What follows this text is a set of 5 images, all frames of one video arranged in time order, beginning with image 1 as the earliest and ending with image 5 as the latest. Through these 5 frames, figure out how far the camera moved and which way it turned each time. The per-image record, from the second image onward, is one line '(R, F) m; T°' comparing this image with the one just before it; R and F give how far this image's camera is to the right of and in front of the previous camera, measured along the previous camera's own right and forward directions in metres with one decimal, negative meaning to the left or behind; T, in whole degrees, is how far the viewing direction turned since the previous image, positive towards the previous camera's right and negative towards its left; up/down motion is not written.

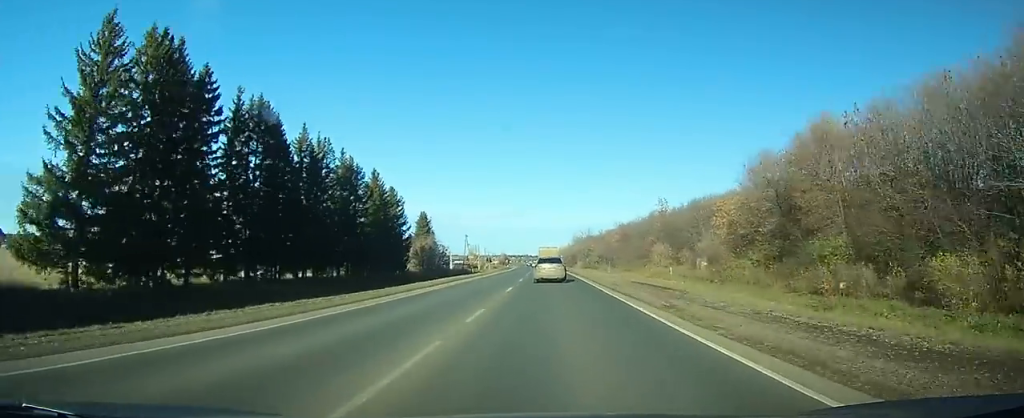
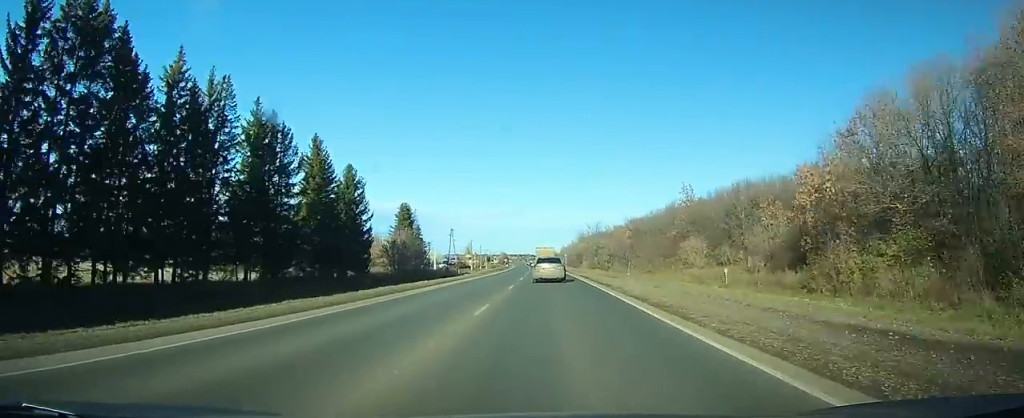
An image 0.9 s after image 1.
(0.0, +22.5) m; 0°
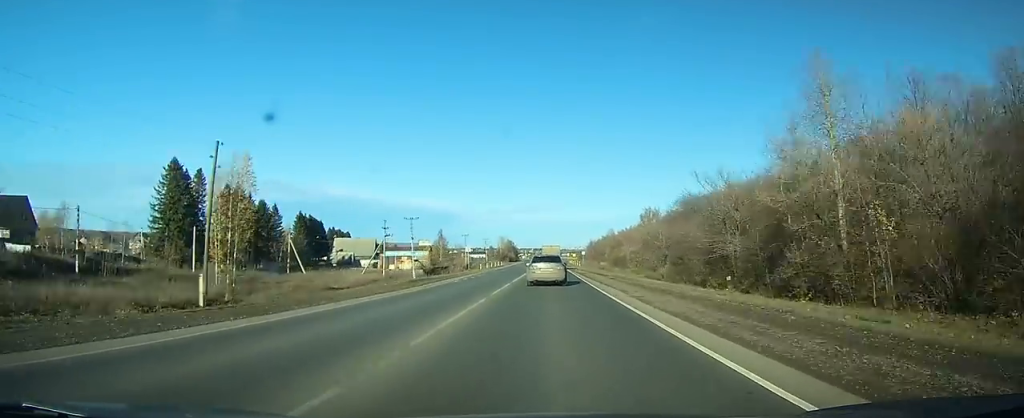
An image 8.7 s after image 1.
(-3.3, +184.8) m; -2°
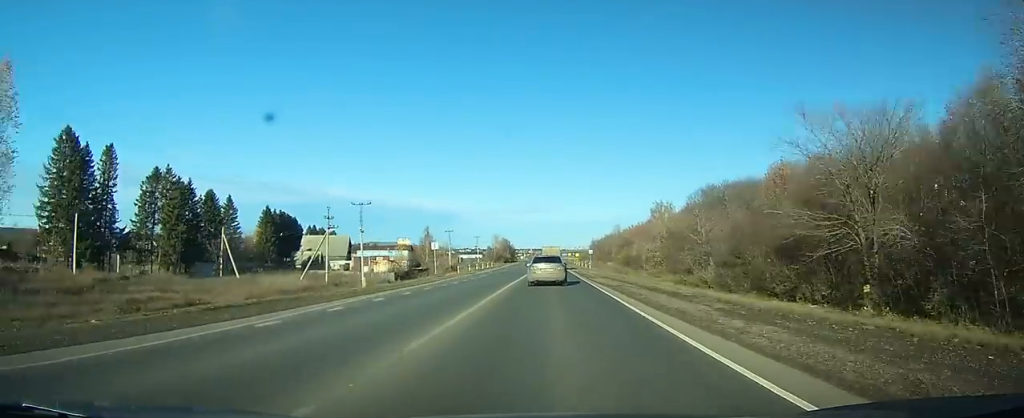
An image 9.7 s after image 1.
(-0.1, +25.0) m; 0°
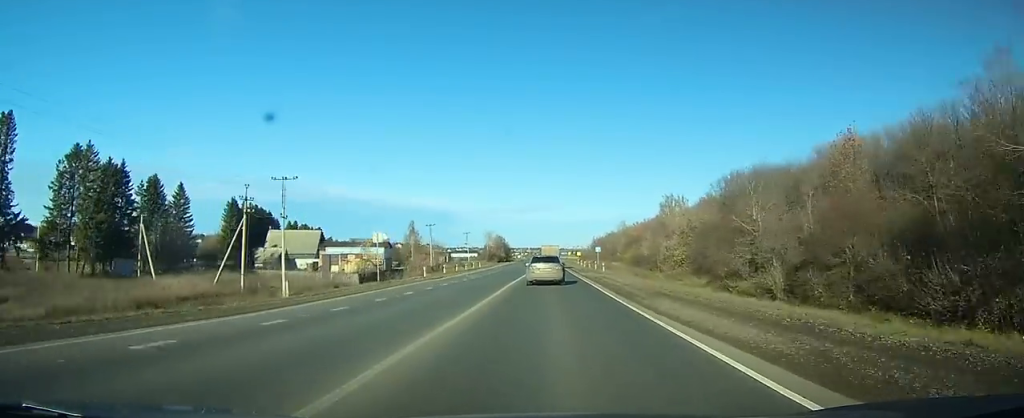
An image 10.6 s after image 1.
(-0.1, +20.2) m; 0°
